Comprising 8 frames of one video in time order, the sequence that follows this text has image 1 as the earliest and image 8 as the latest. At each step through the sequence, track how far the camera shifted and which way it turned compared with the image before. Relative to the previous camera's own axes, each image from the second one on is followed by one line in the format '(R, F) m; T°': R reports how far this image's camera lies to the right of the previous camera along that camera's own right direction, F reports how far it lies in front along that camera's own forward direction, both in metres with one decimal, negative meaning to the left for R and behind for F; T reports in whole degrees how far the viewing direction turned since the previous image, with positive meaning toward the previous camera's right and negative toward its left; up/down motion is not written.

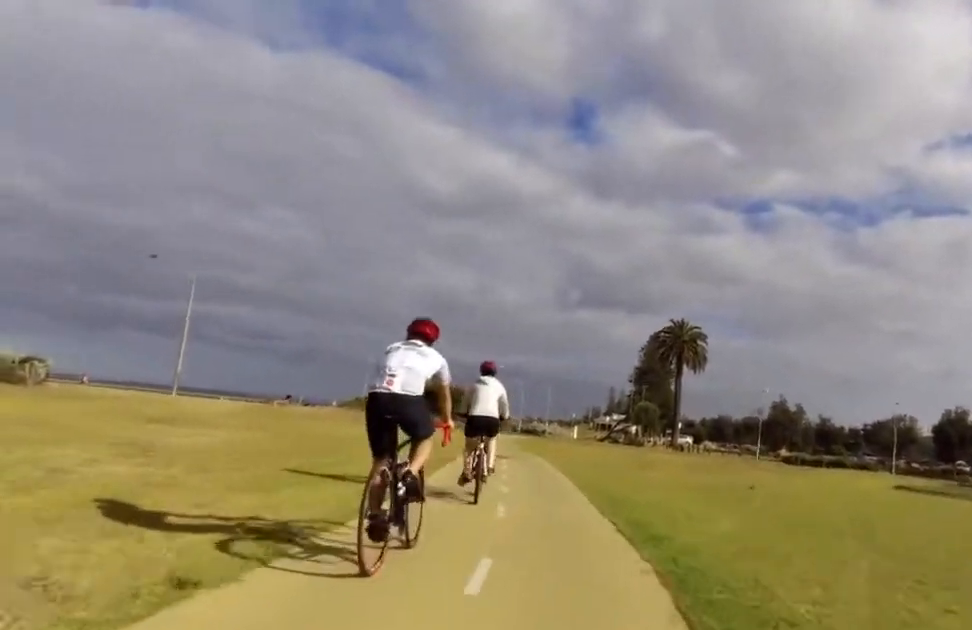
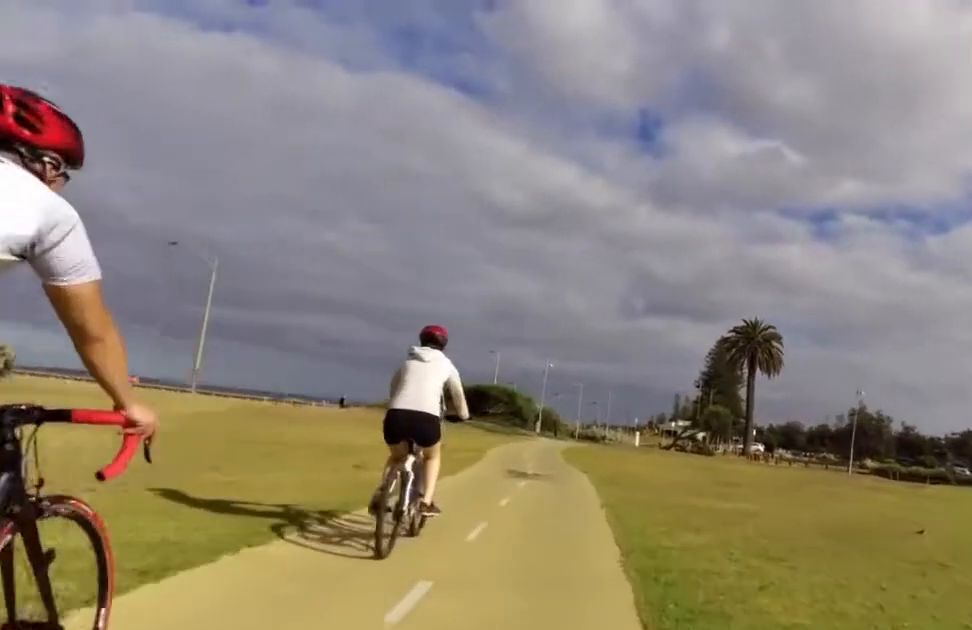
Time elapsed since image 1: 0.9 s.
(-0.4, +7.3) m; -3°
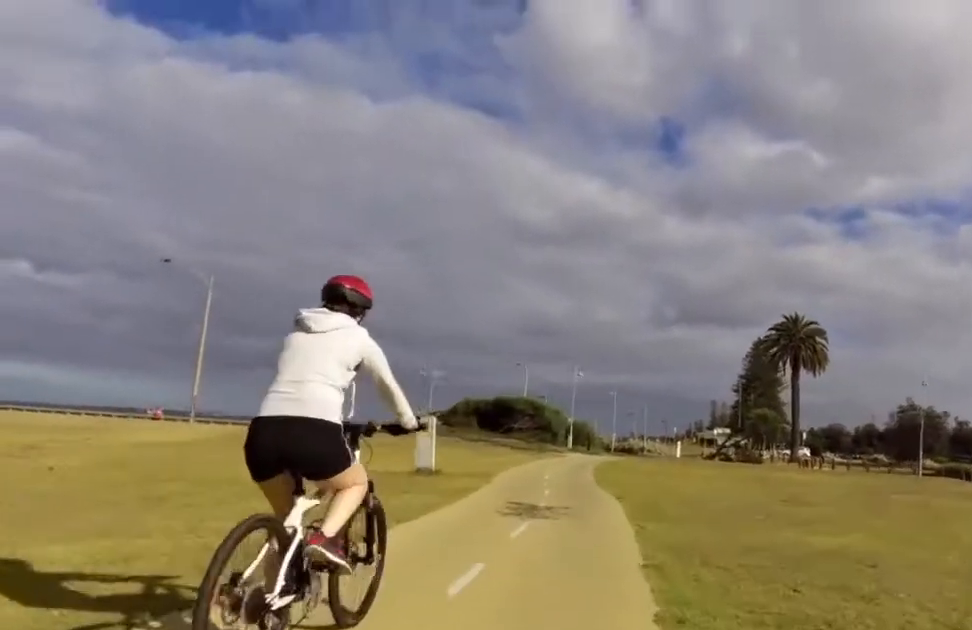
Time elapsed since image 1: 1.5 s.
(+0.5, +4.6) m; -1°
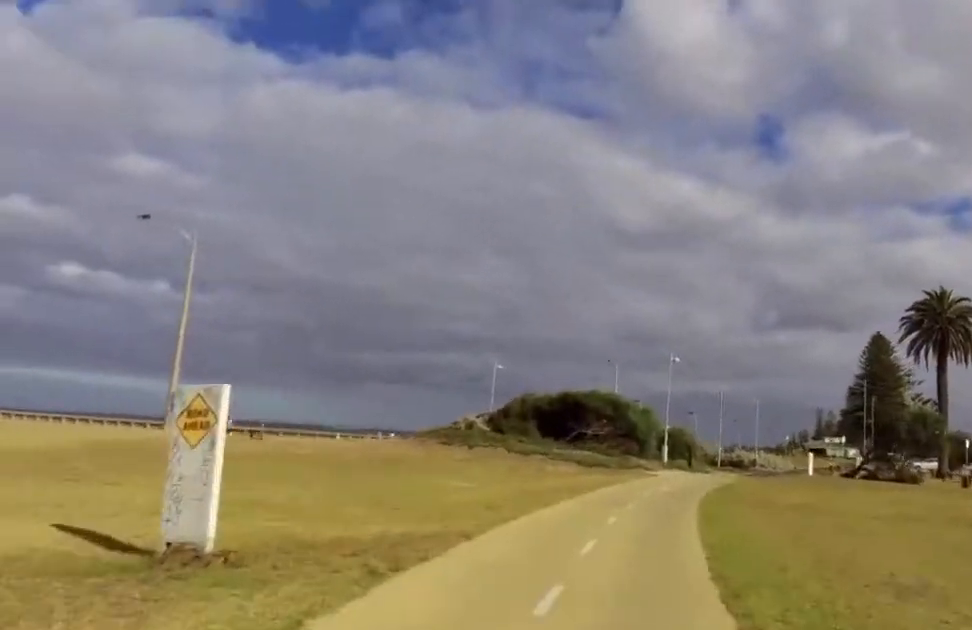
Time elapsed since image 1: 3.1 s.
(-1.5, +12.0) m; -7°
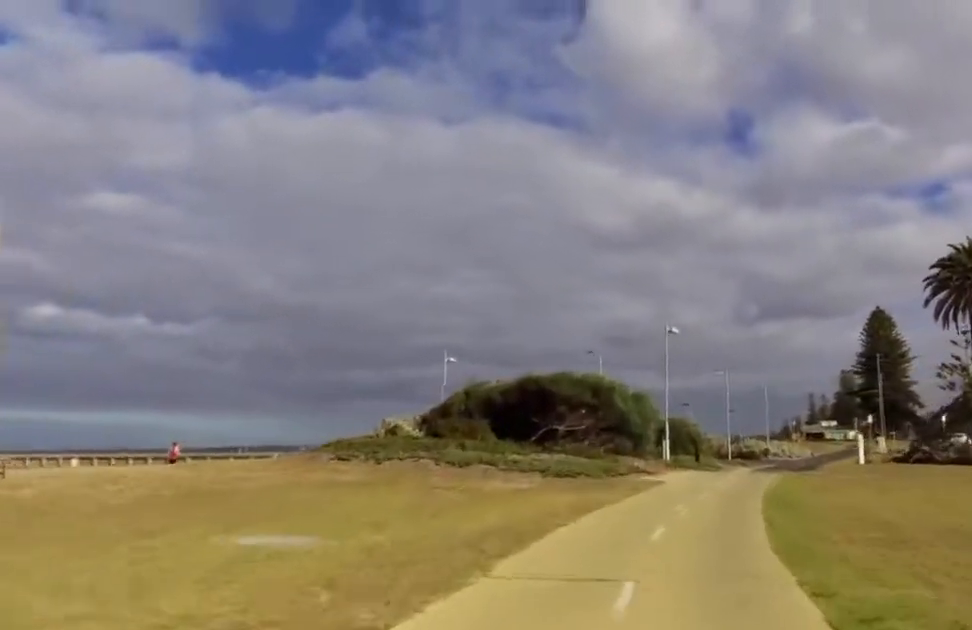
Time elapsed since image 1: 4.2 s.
(0.0, +8.7) m; 0°
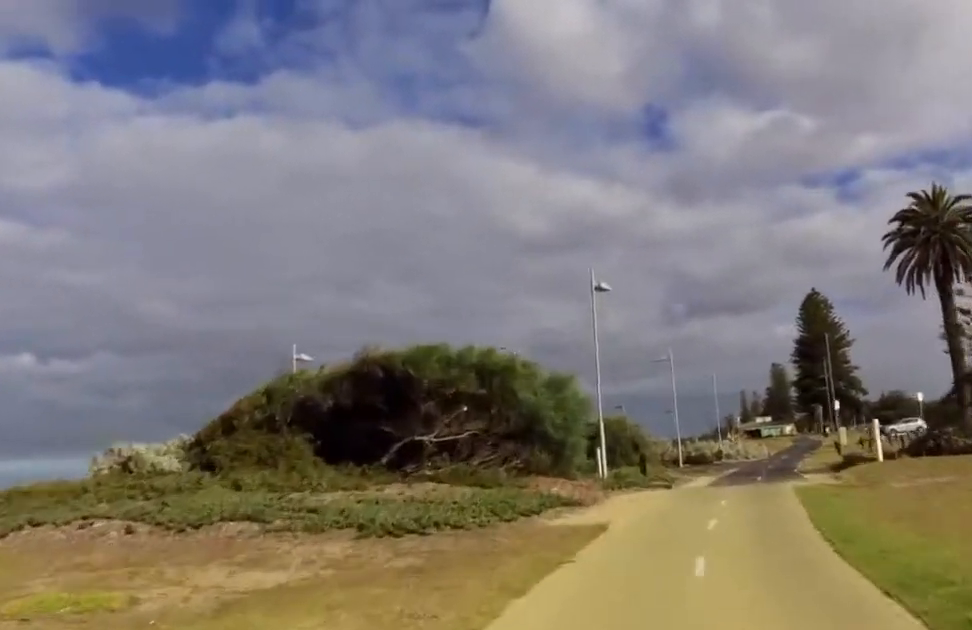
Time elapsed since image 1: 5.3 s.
(0.0, +8.1) m; -6°
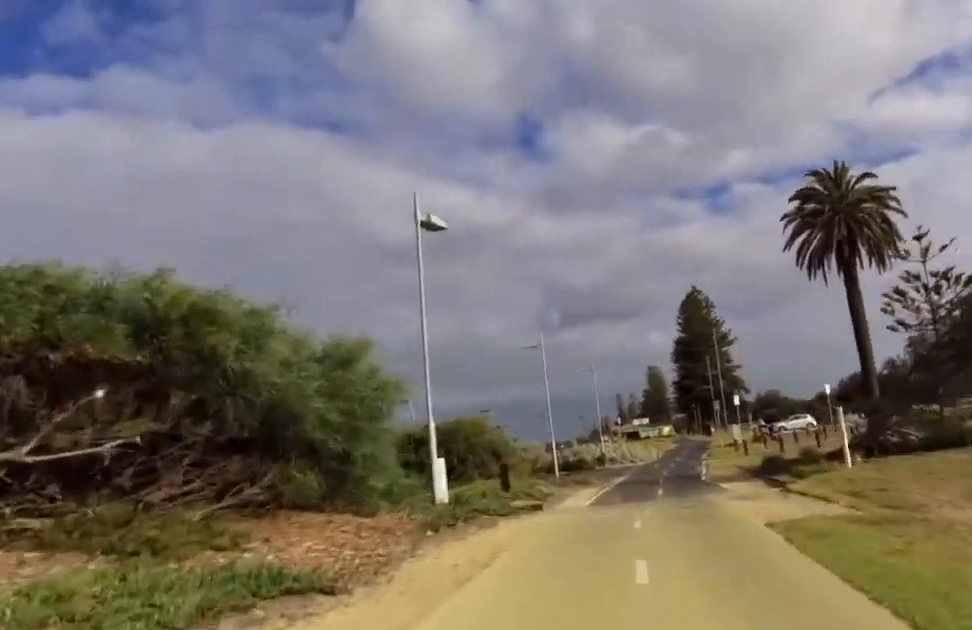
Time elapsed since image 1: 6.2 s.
(-0.6, +6.4) m; -1°
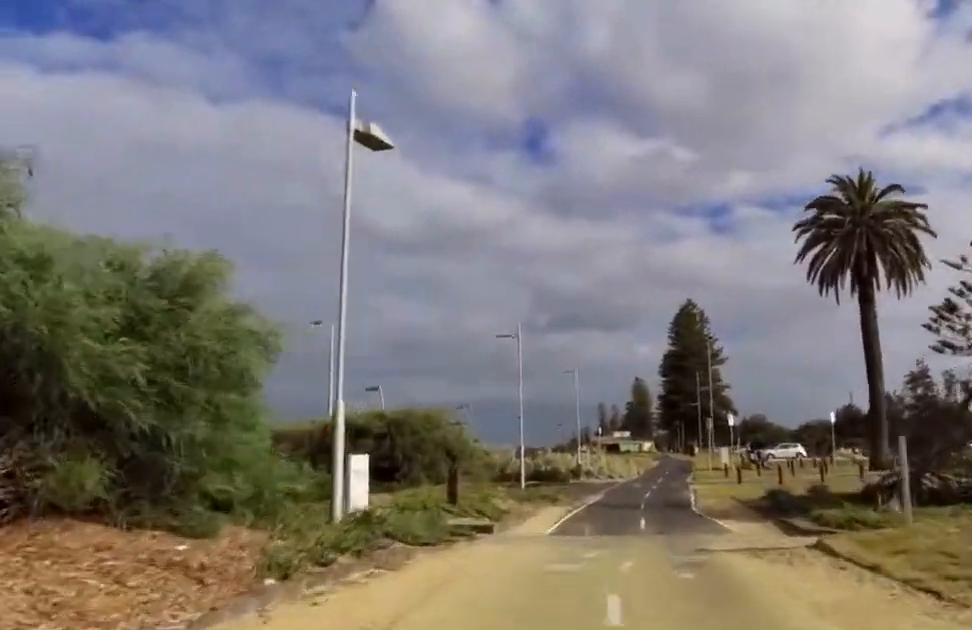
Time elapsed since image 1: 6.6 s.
(-0.3, +3.4) m; +3°
